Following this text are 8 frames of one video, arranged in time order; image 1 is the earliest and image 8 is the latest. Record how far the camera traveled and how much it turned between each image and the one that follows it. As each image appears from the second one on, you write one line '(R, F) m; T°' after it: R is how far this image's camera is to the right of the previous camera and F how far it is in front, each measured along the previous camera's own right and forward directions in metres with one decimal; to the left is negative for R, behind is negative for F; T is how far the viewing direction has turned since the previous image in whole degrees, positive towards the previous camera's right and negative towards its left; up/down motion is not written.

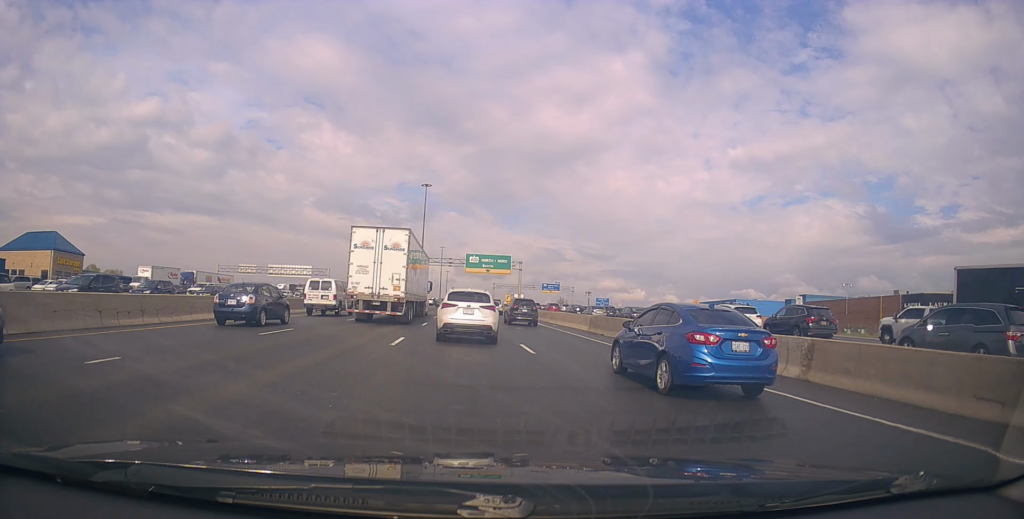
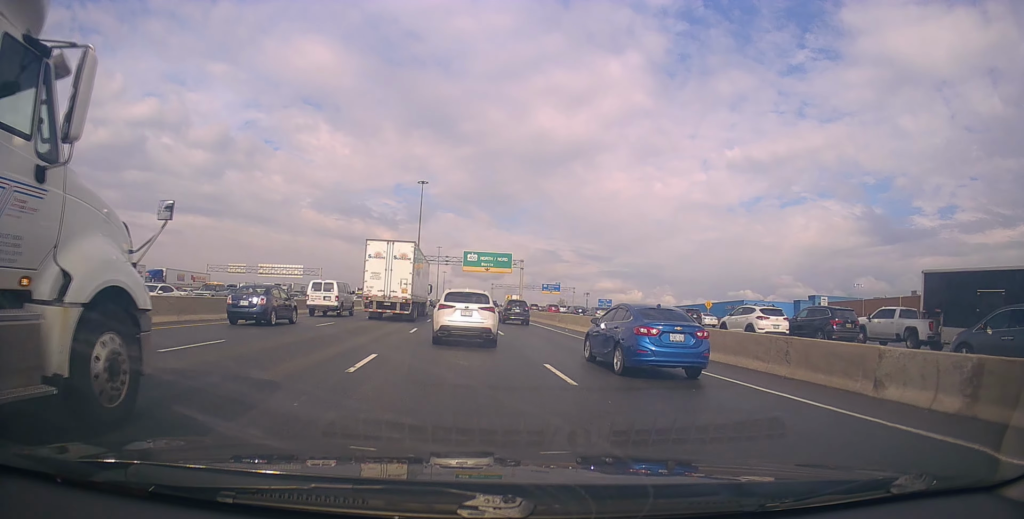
(+0.4, +5.5) m; +5°
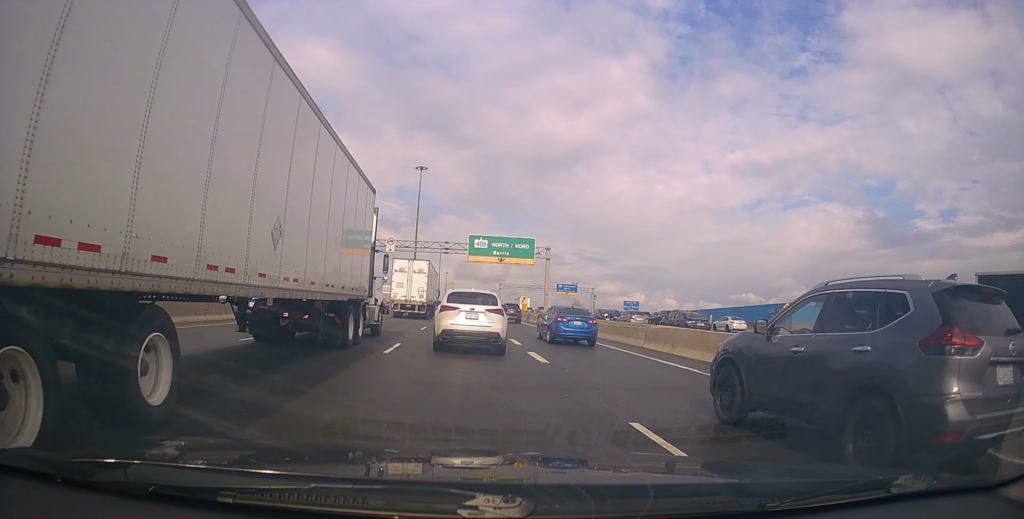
(-0.5, +20.4) m; -3°
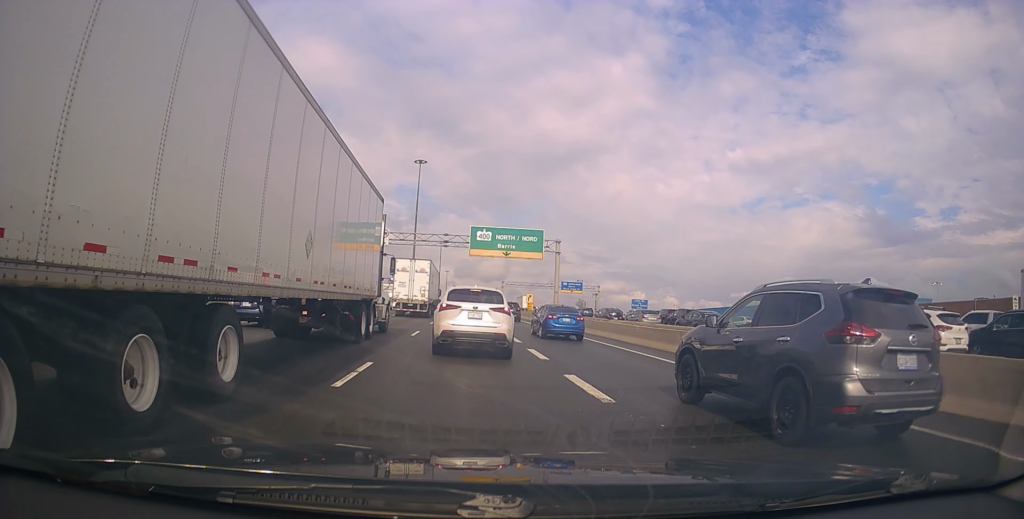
(0.0, +5.4) m; +1°
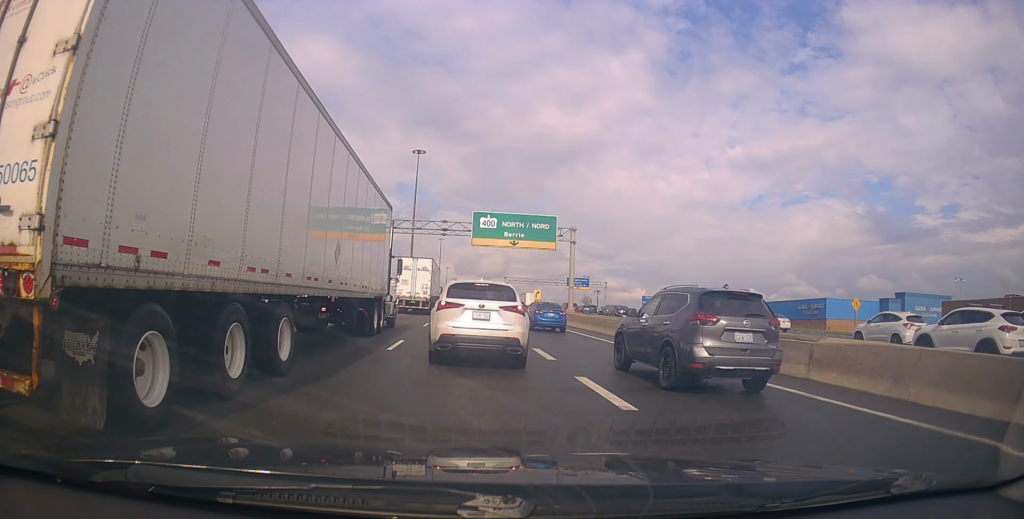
(+0.1, +5.8) m; -6°
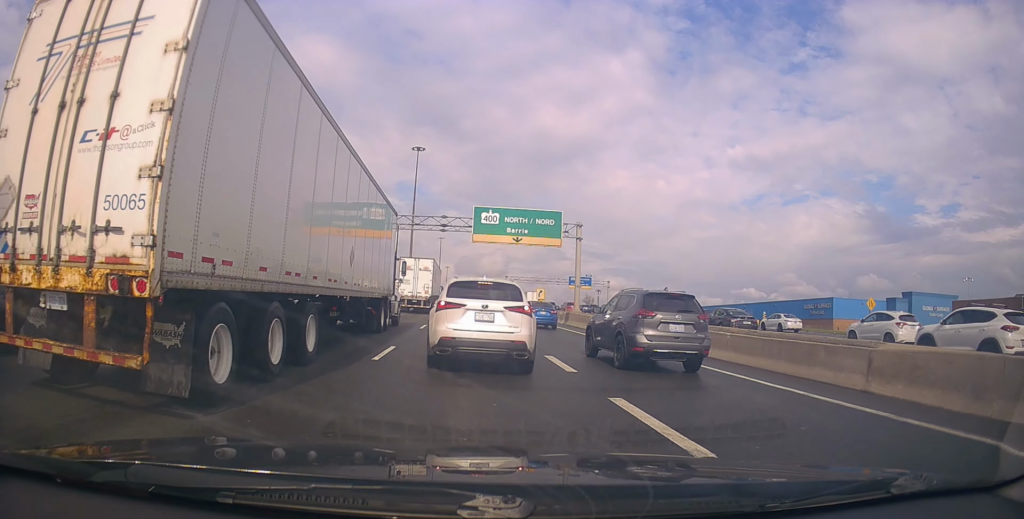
(-0.1, +1.9) m; -1°
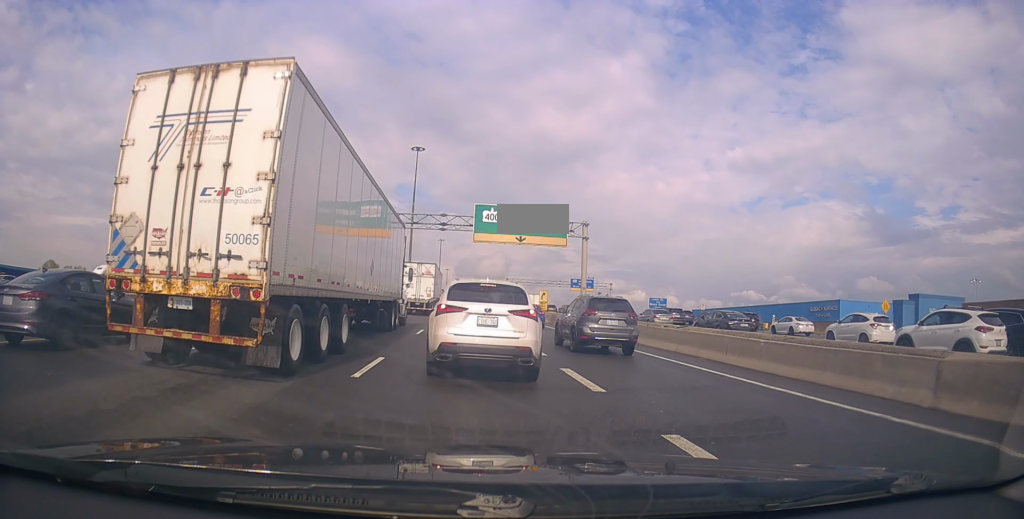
(-0.5, +1.8) m; 0°
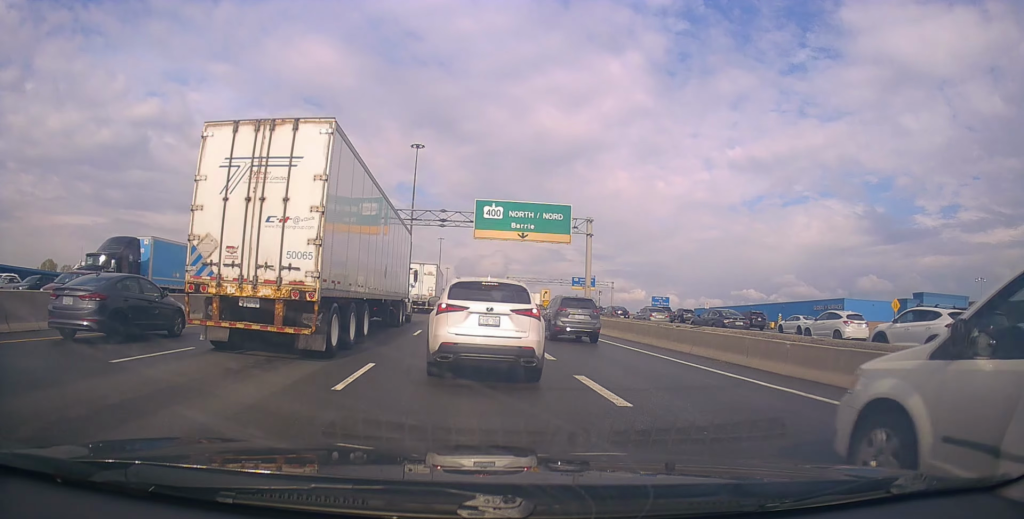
(+0.3, +1.1) m; +4°
